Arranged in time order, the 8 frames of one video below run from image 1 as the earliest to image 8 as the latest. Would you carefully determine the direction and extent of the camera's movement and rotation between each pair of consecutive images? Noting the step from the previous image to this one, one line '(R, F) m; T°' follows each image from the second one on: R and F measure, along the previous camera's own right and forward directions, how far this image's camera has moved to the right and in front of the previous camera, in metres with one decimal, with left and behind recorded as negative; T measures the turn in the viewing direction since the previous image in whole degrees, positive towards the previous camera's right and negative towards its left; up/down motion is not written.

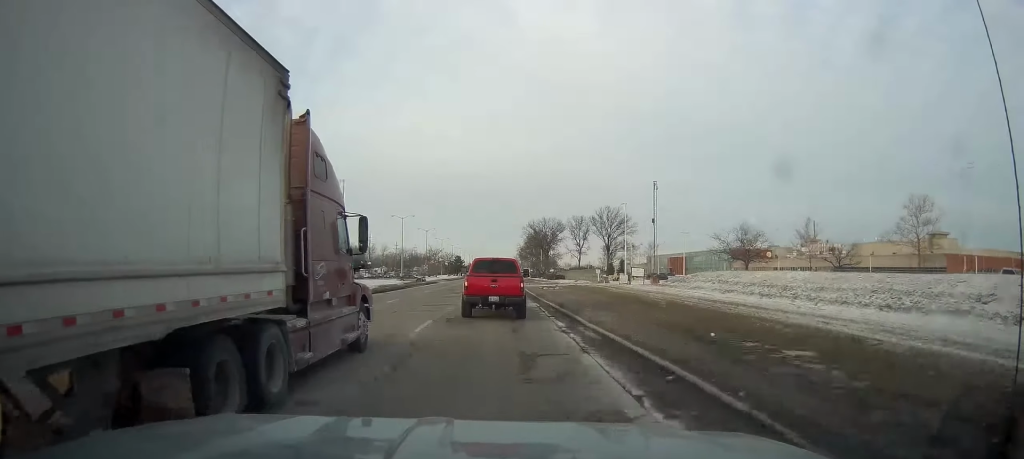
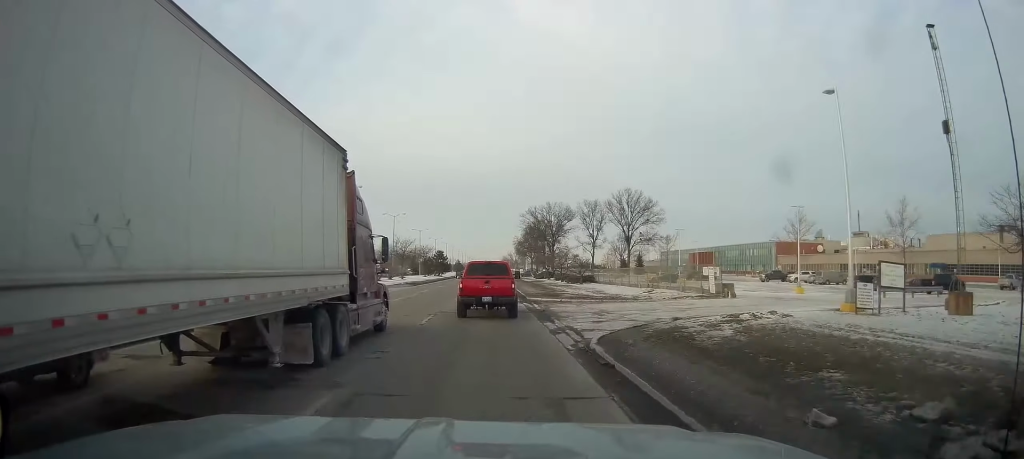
(-1.1, +40.1) m; -1°
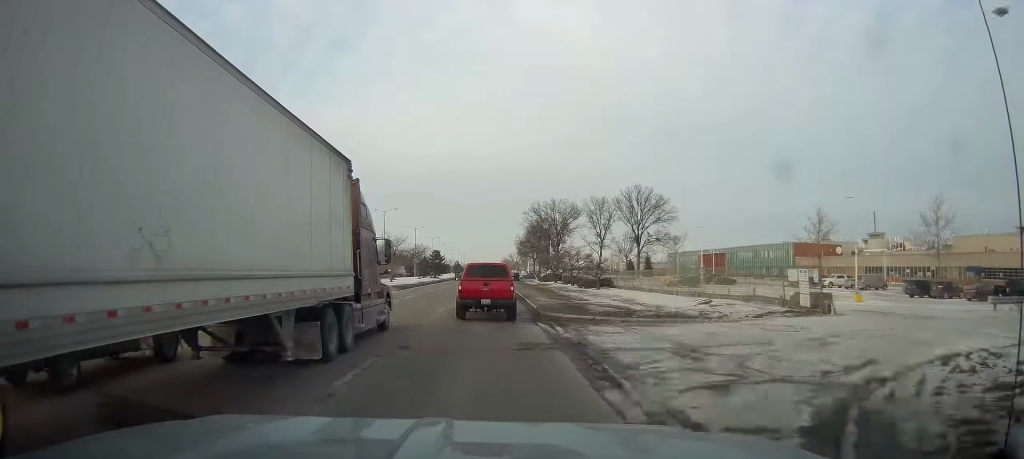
(+0.2, +10.1) m; +1°
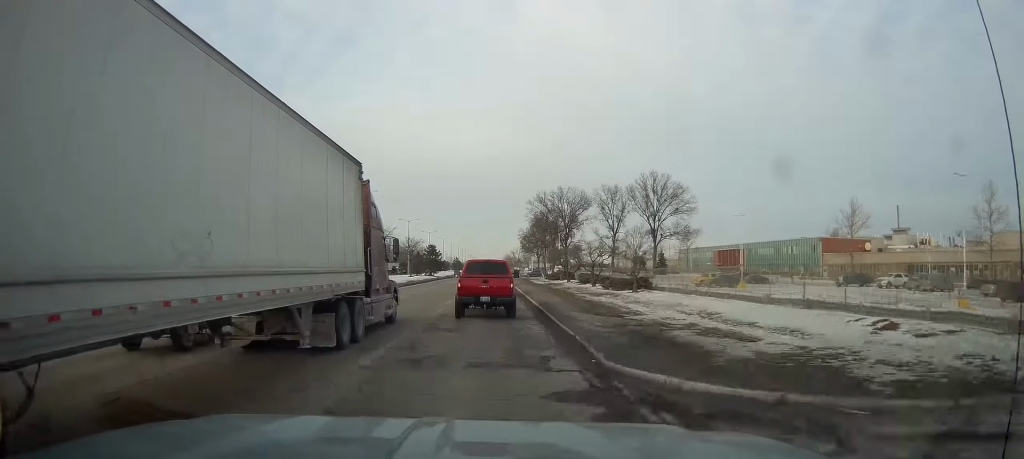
(0.0, +13.5) m; -2°
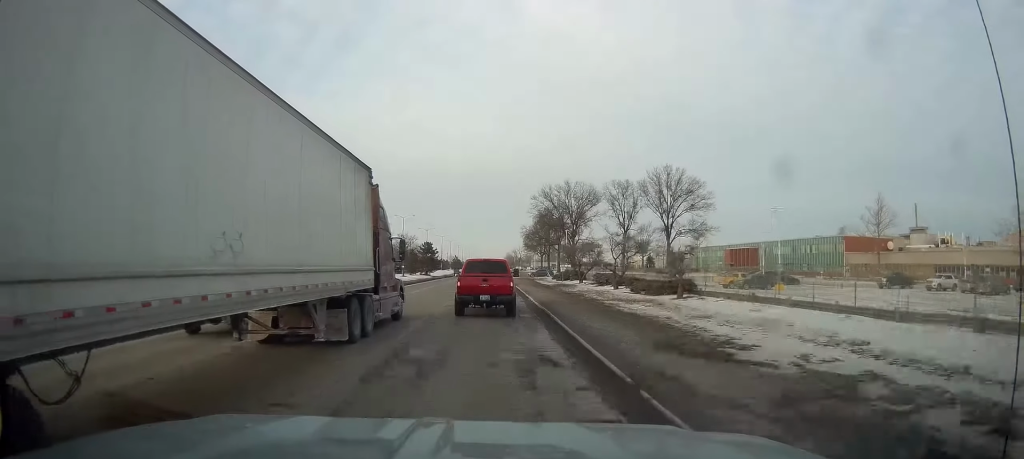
(-0.3, +9.5) m; 0°
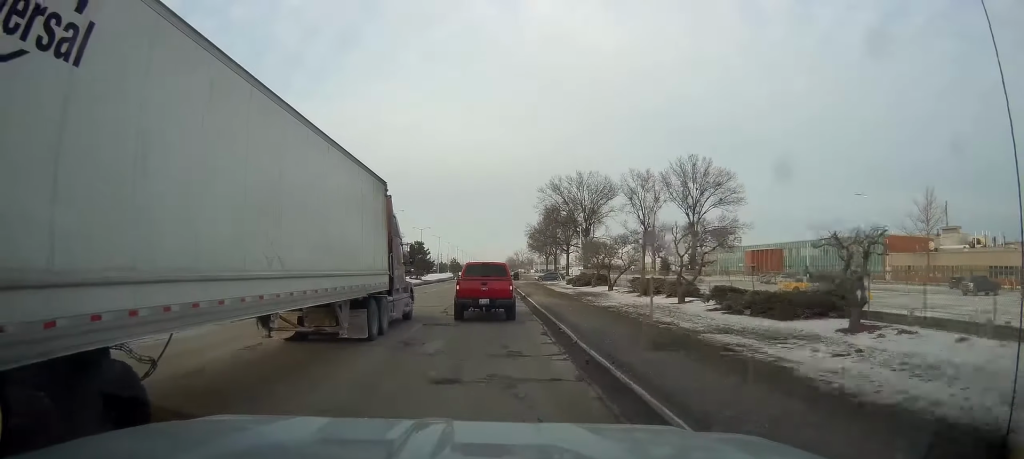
(-0.1, +15.6) m; +1°
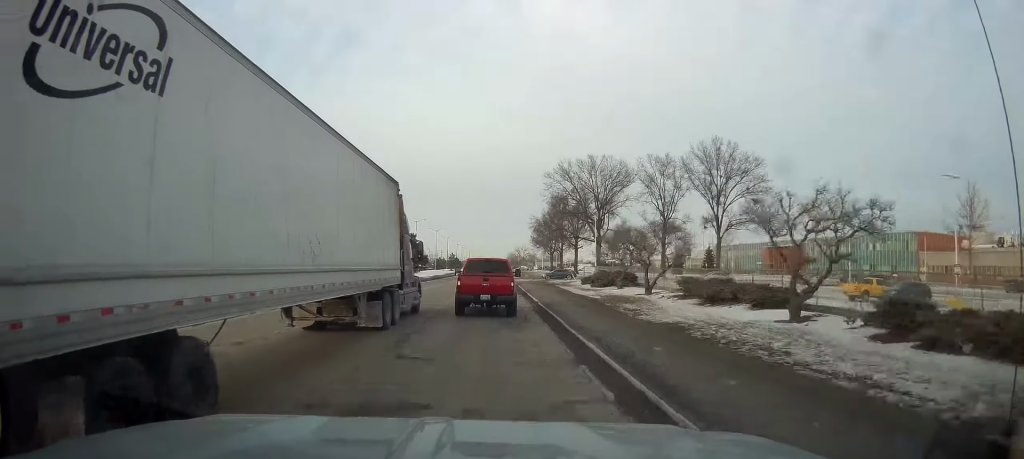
(+0.3, +11.6) m; +1°
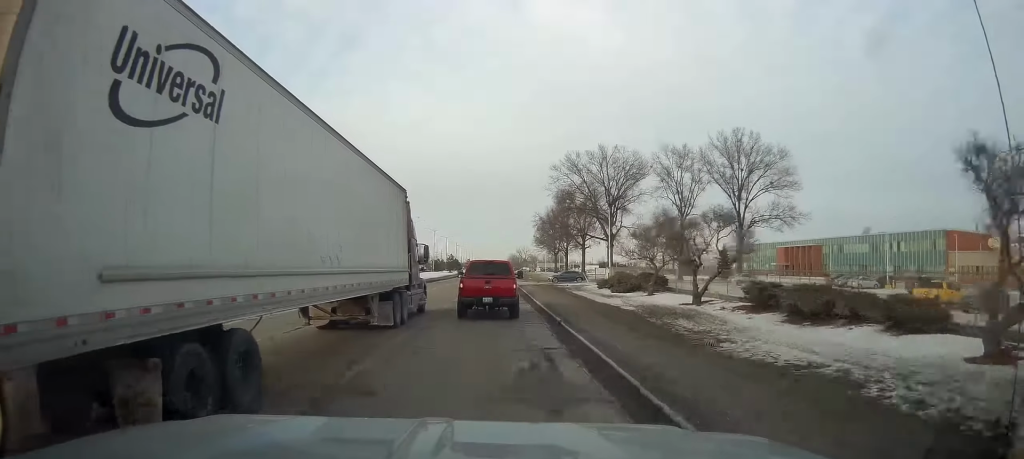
(0.0, +8.7) m; -1°
